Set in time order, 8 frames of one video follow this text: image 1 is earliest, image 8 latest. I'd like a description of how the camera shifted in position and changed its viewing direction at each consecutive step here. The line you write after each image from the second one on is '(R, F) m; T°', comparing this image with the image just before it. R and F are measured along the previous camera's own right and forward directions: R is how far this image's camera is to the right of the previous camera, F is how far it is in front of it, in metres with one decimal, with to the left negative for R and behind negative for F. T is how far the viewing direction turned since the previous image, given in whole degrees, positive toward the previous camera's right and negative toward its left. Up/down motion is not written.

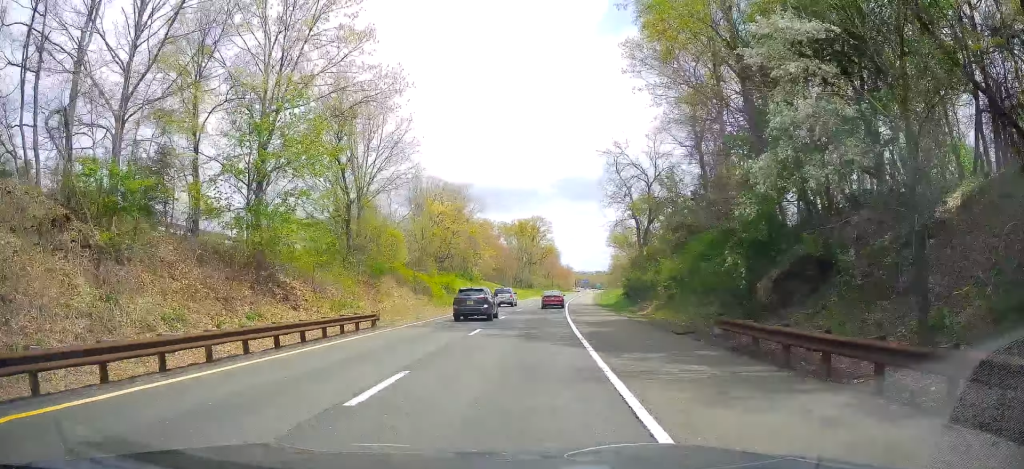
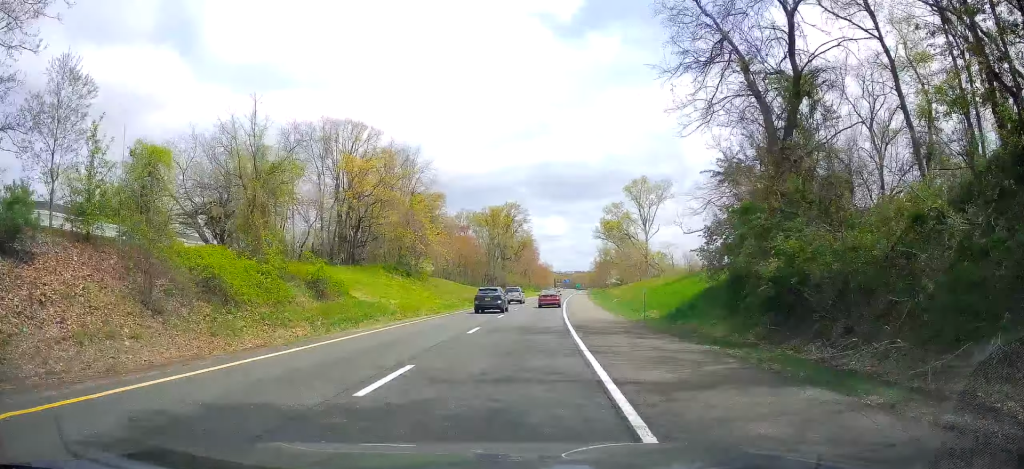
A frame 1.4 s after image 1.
(+1.0, +35.8) m; +3°
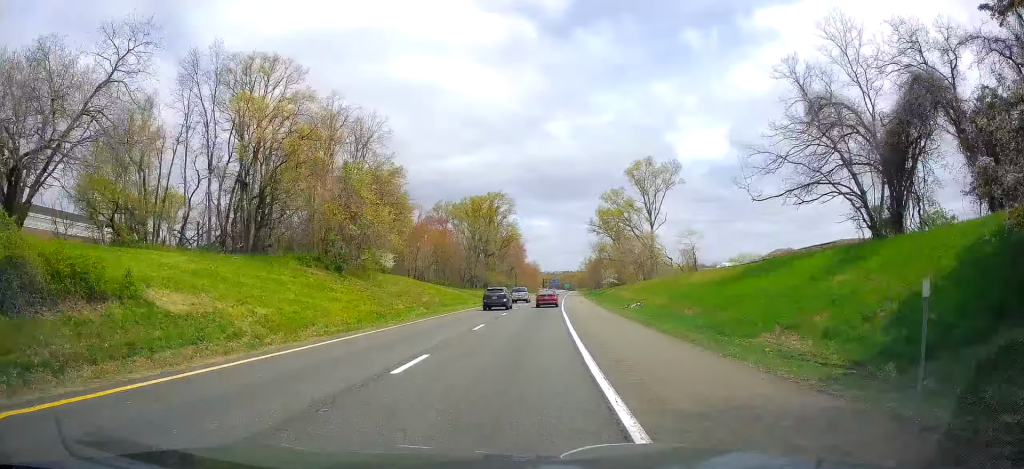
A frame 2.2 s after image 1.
(+0.6, +21.9) m; +1°
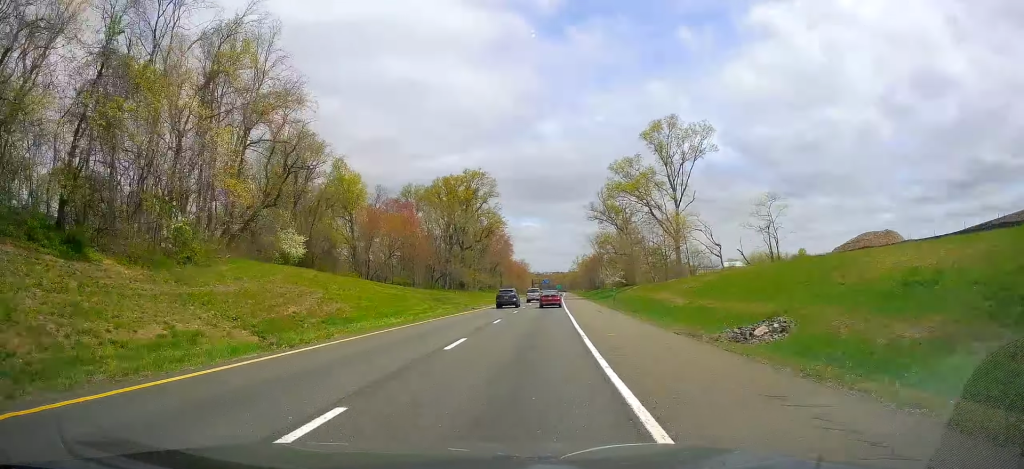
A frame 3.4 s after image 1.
(-0.2, +31.6) m; +1°
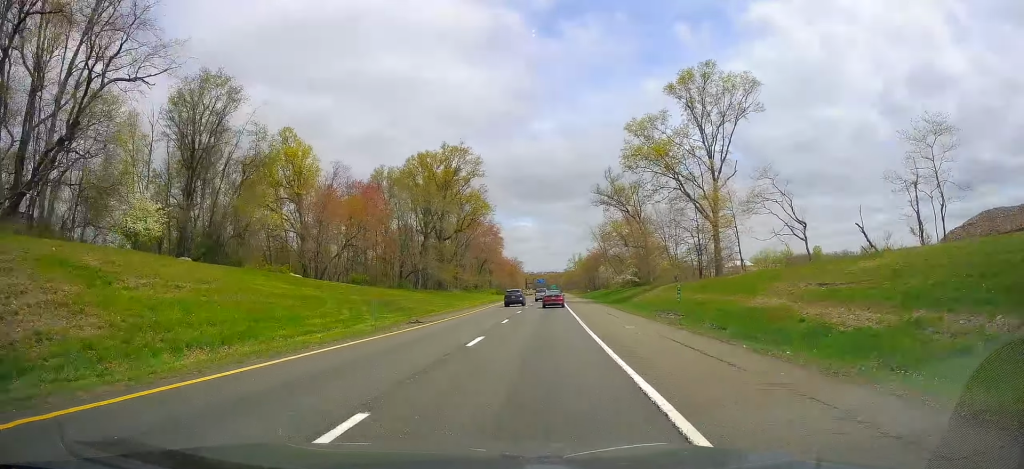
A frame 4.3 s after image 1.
(+0.5, +23.8) m; +2°
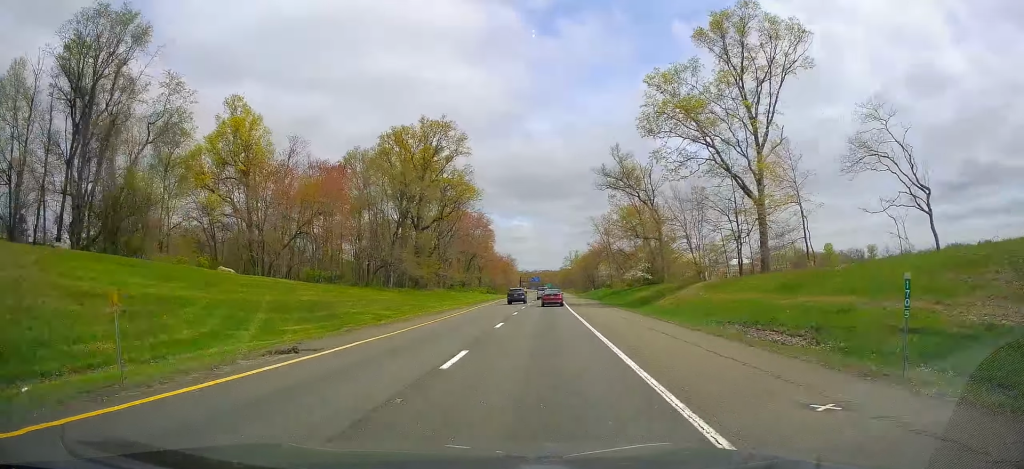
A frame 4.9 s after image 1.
(+0.2, +16.8) m; +1°
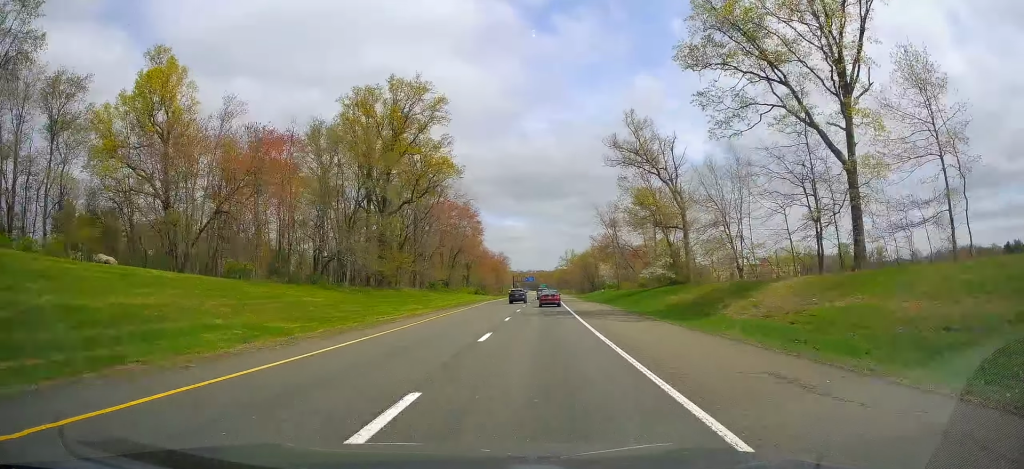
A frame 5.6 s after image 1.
(+0.2, +18.5) m; +1°
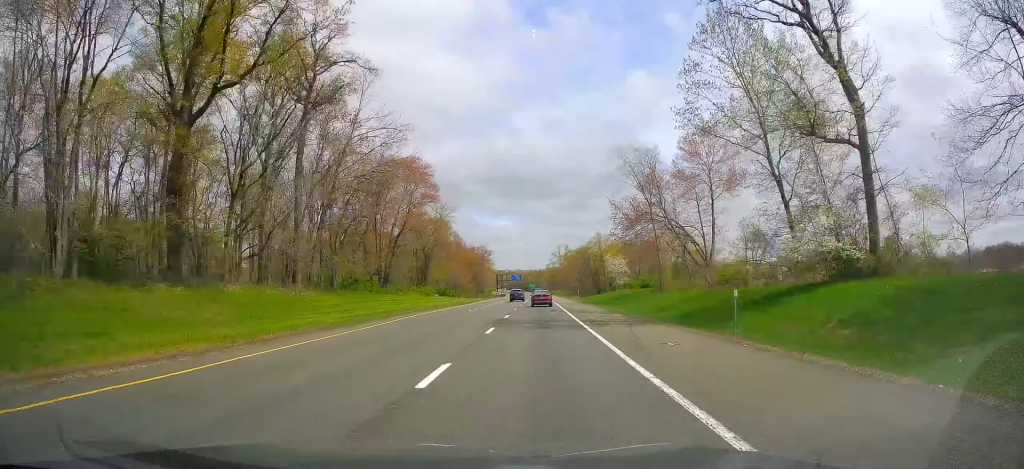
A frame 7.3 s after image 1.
(+0.2, +44.7) m; 0°
